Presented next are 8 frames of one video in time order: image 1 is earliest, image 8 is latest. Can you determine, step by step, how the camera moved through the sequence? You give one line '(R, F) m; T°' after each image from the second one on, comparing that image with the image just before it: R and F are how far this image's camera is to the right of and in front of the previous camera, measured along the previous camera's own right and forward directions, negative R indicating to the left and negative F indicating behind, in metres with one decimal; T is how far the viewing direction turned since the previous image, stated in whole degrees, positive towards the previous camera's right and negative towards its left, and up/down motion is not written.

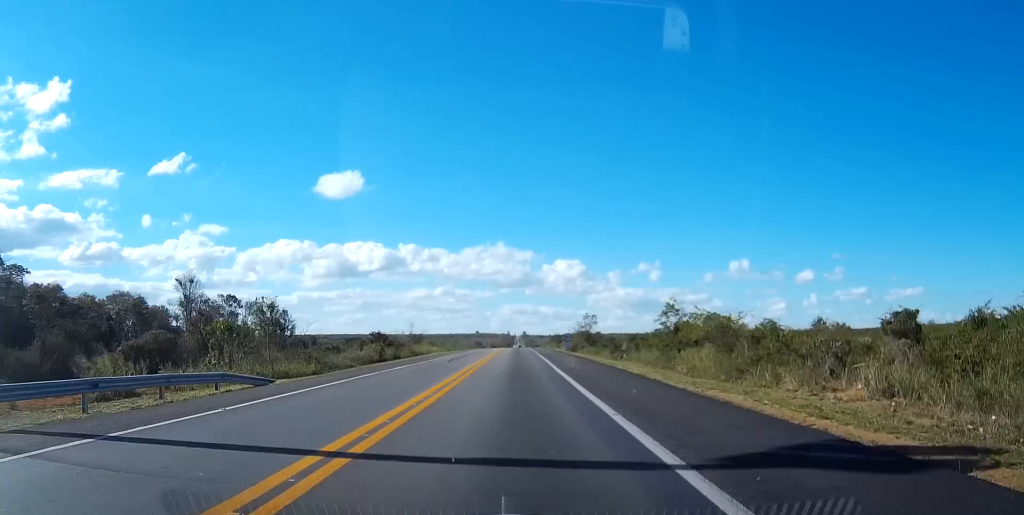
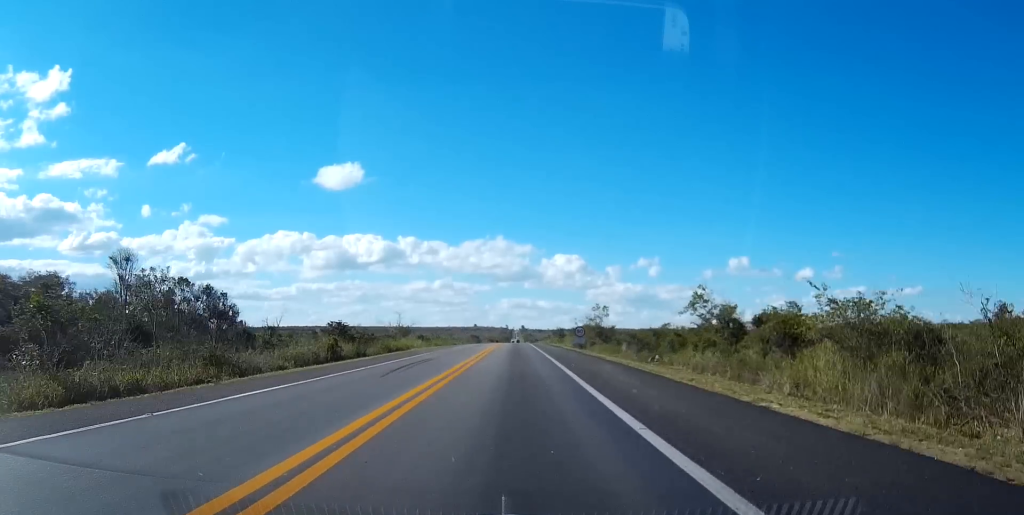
(0.0, +18.8) m; 0°
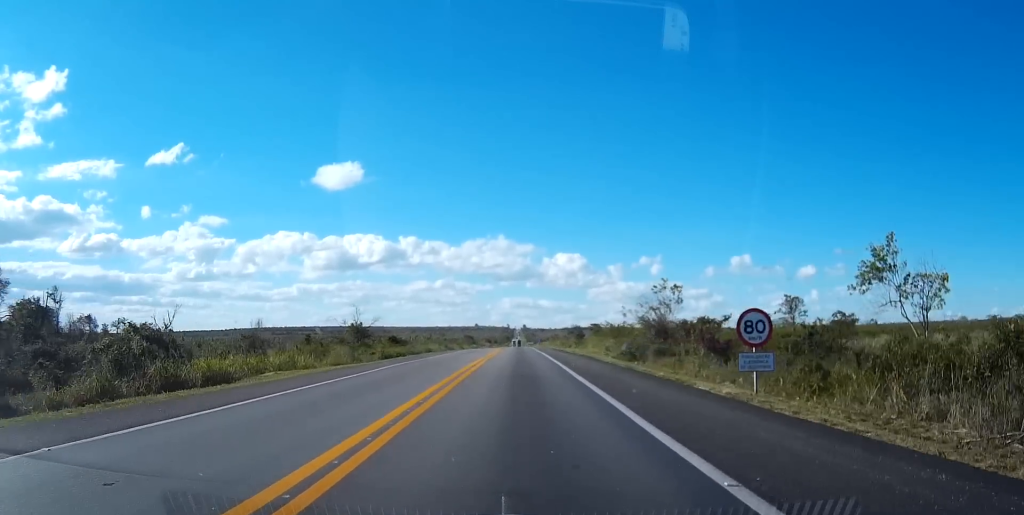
(-0.1, +50.8) m; 0°
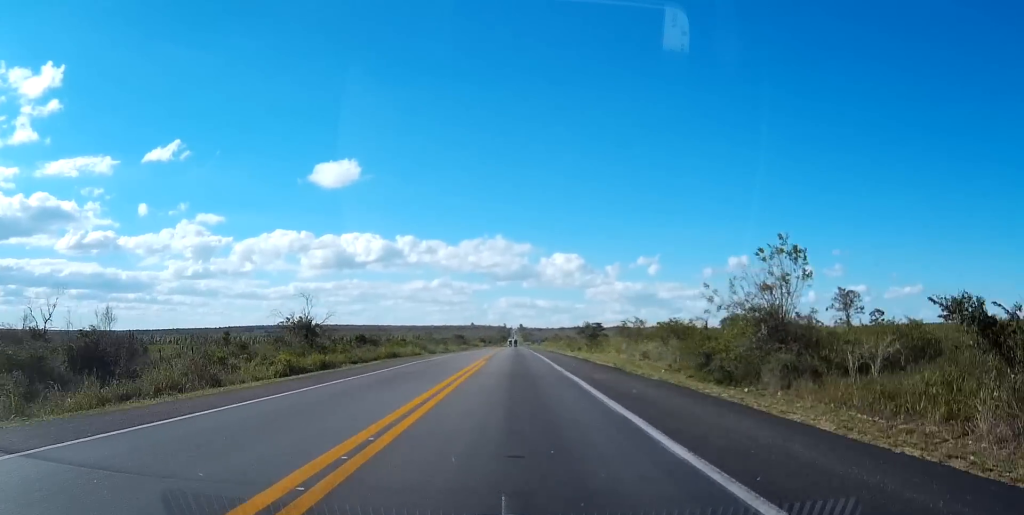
(+0.2, +30.2) m; 0°
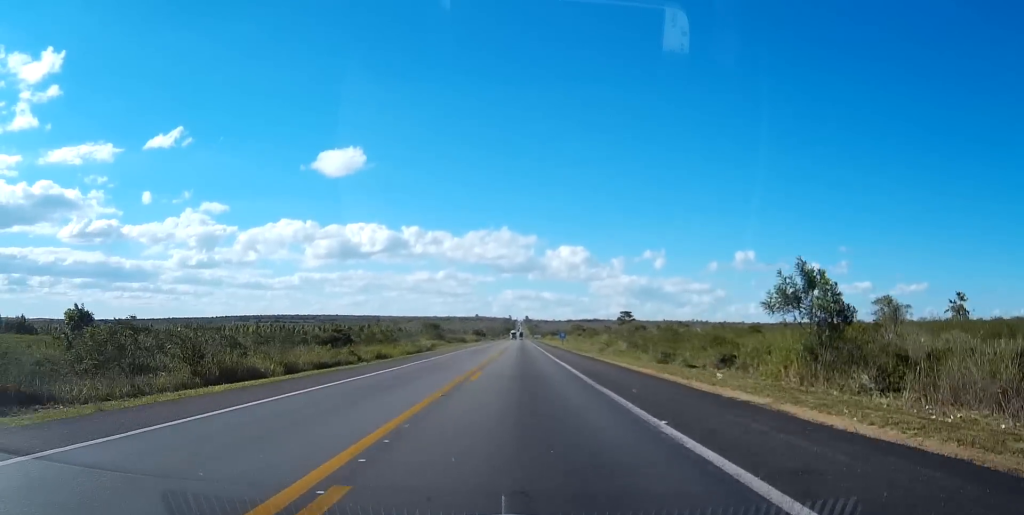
(+0.1, +89.0) m; 0°
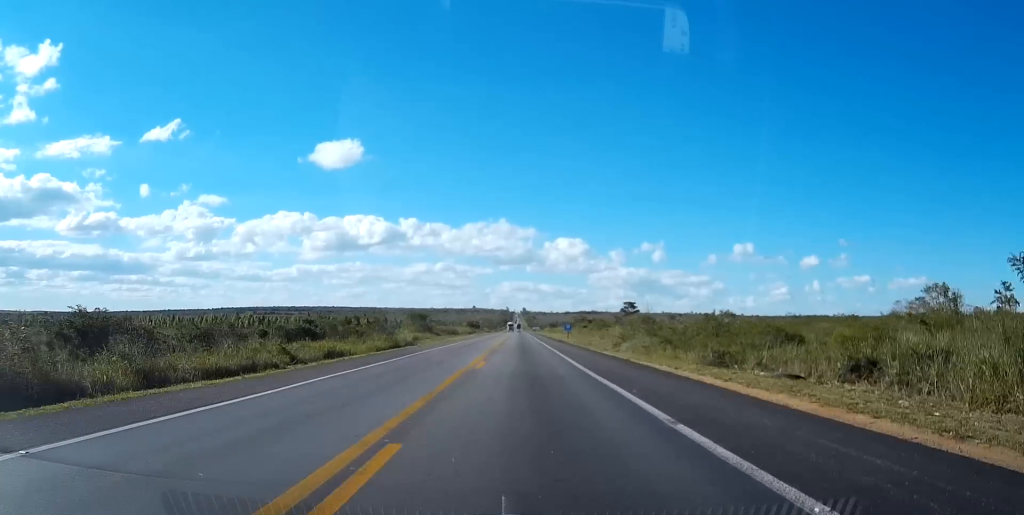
(0.0, +17.3) m; 0°
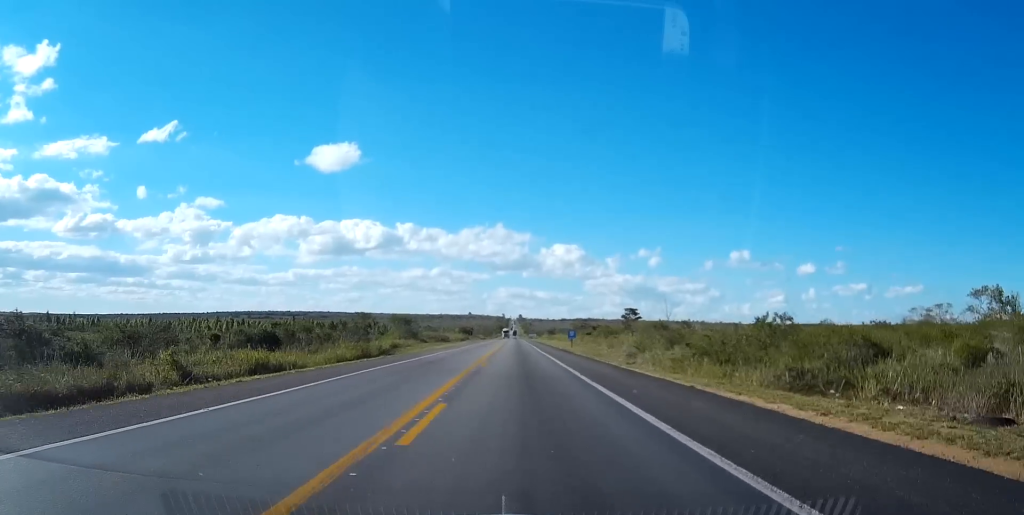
(0.0, +13.9) m; 0°
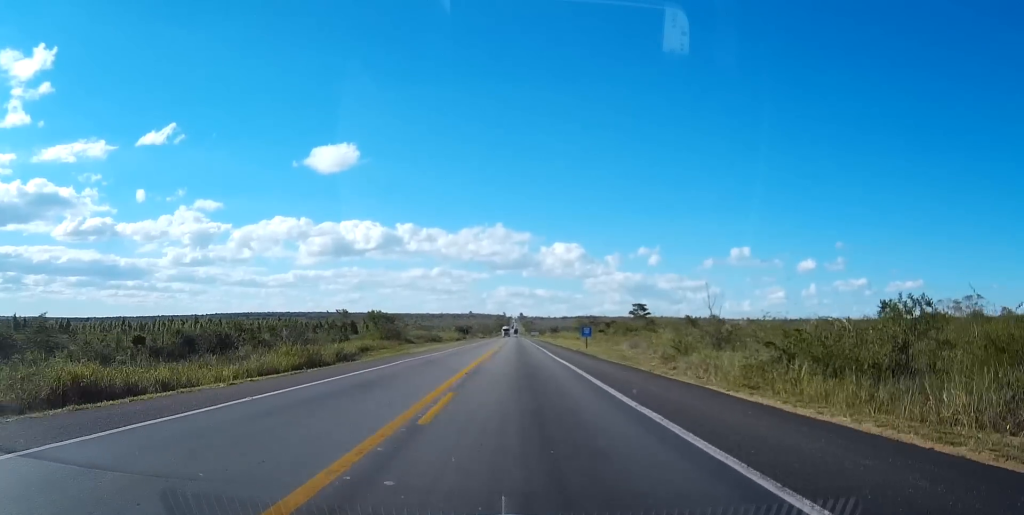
(0.0, +17.4) m; 0°
